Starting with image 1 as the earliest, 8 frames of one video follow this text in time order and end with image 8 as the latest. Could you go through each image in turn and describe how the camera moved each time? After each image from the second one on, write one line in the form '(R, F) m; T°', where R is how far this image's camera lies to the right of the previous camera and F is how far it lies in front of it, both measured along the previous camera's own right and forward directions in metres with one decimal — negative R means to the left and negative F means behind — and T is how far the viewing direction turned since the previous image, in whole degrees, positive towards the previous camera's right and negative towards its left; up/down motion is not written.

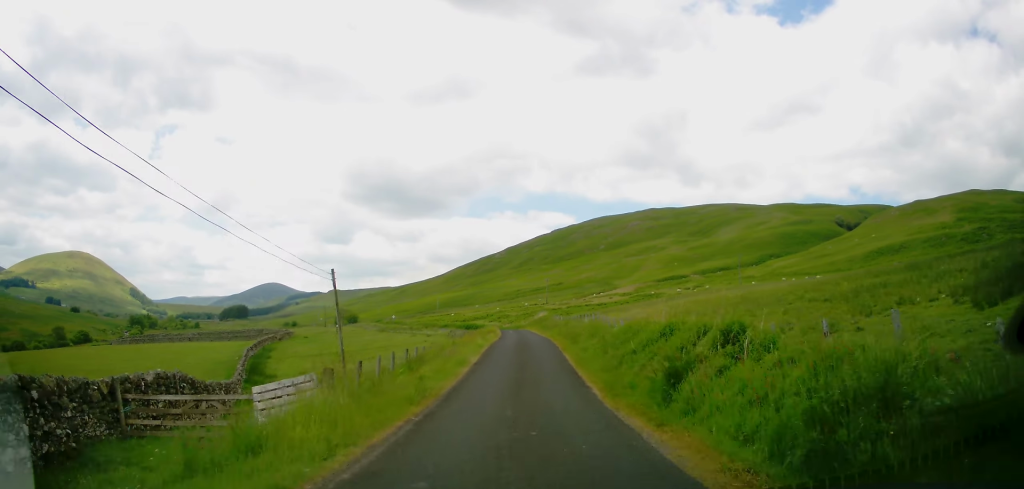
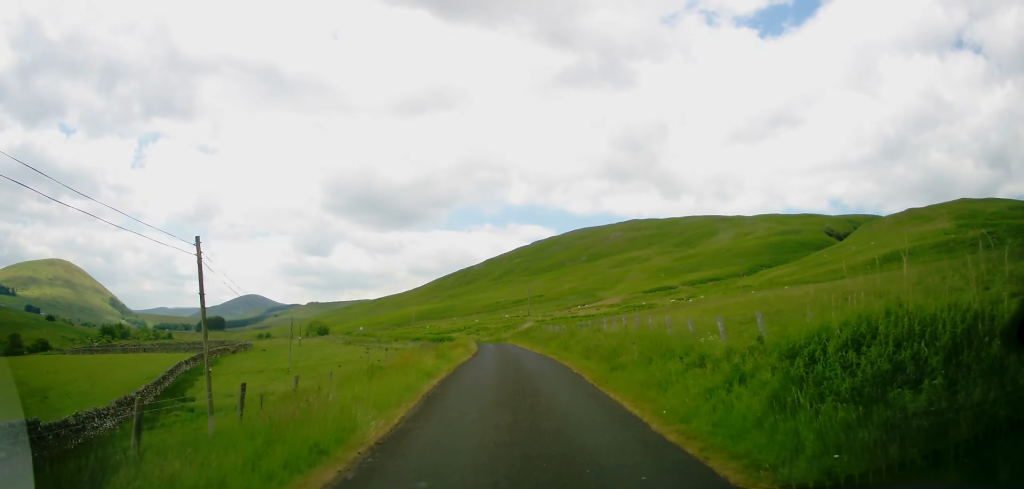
(+0.2, +12.3) m; +2°
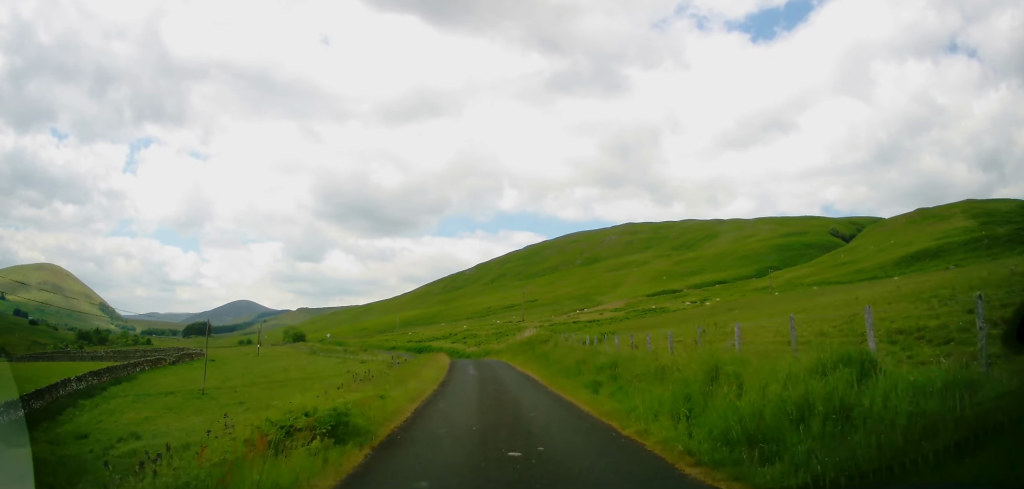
(+0.4, +18.5) m; 0°
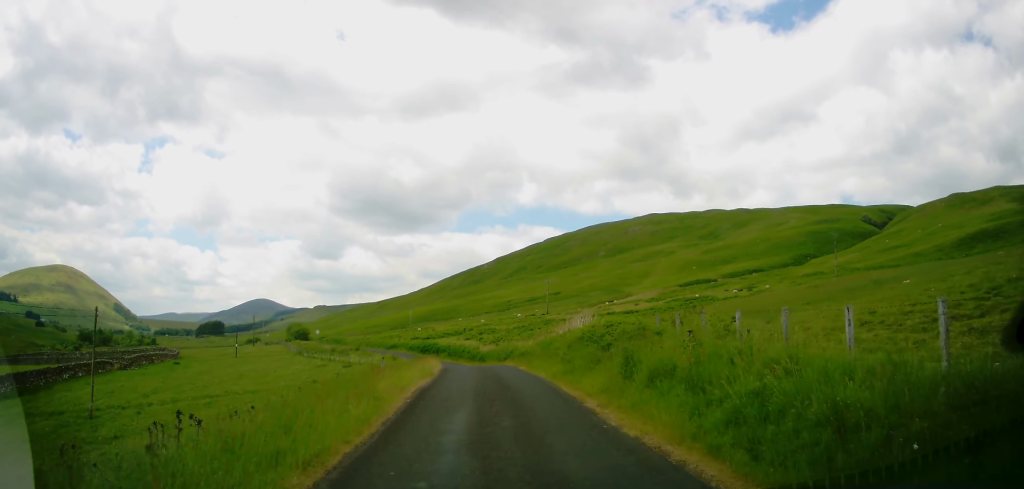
(-0.3, +17.9) m; -2°
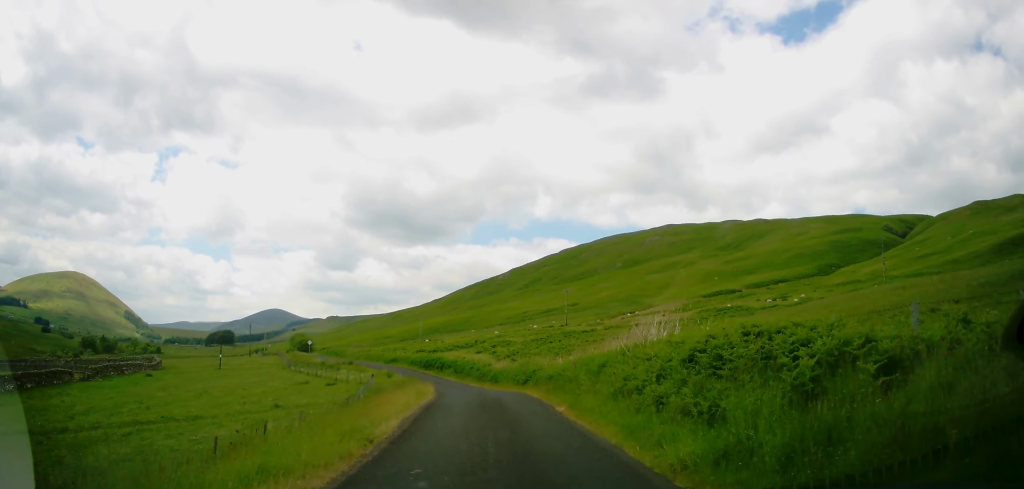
(-0.1, +10.2) m; -1°
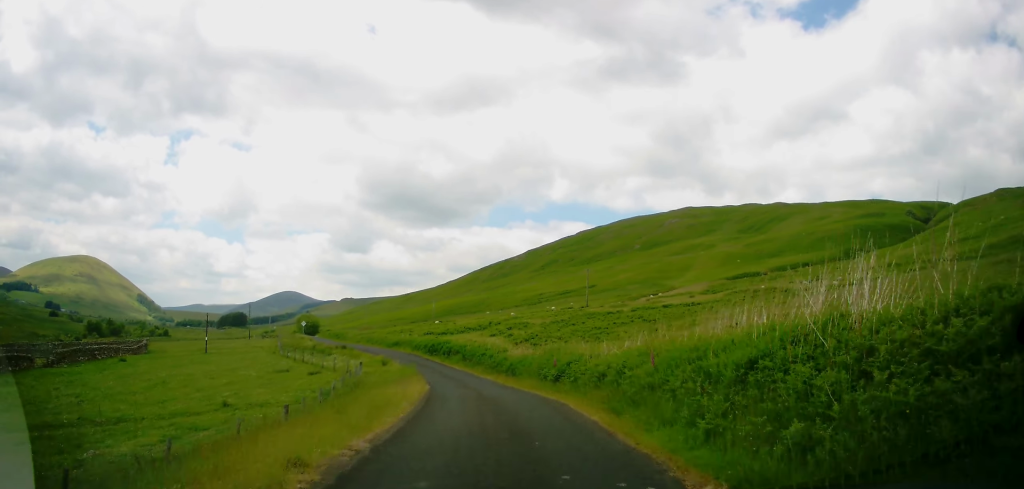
(0.0, +8.8) m; -1°
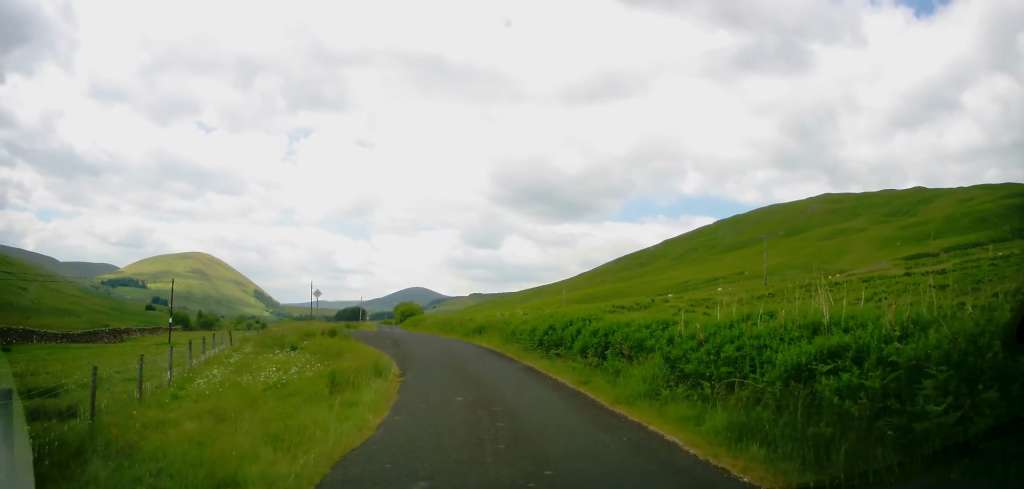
(-4.2, +33.2) m; -13°
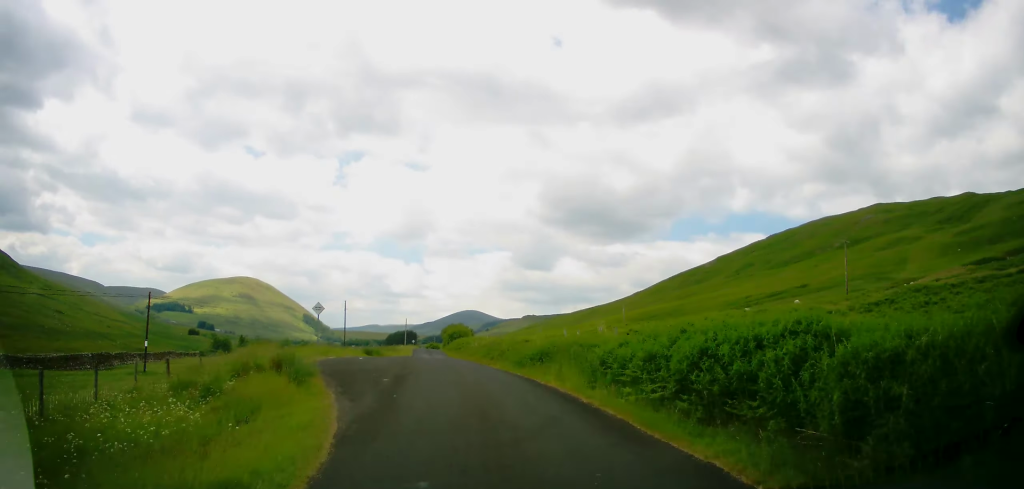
(+0.1, +10.3) m; -2°
